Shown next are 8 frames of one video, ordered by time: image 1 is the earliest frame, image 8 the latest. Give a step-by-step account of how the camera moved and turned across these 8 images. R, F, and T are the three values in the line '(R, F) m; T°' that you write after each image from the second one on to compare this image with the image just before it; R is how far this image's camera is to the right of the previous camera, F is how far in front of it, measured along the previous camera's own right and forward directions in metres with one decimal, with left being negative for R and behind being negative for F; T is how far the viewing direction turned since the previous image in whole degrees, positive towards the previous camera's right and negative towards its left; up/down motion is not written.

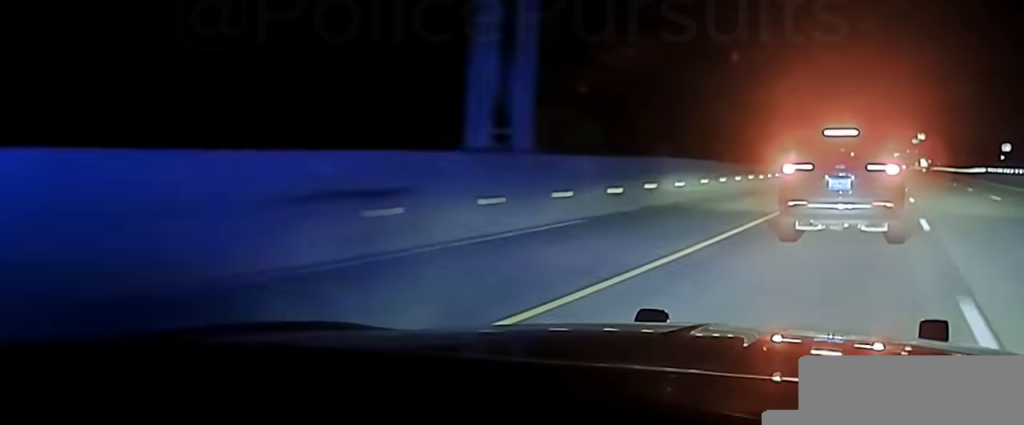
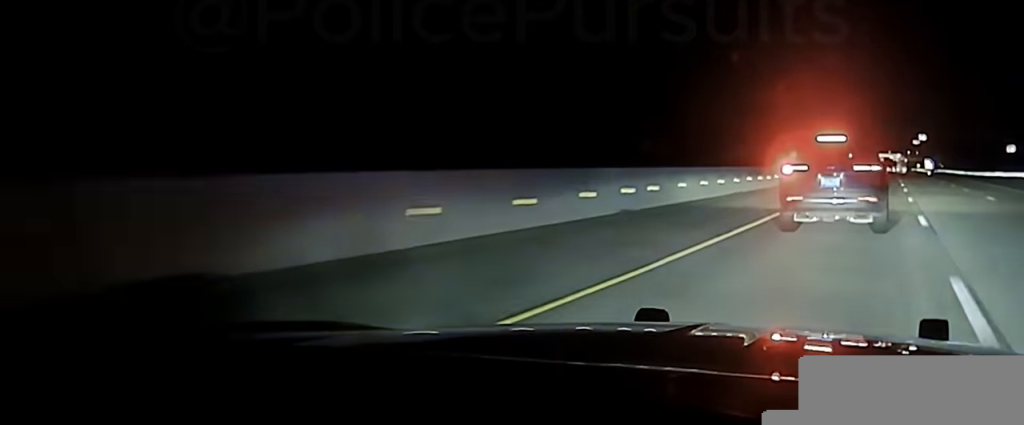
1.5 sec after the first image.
(-0.1, +46.0) m; 0°
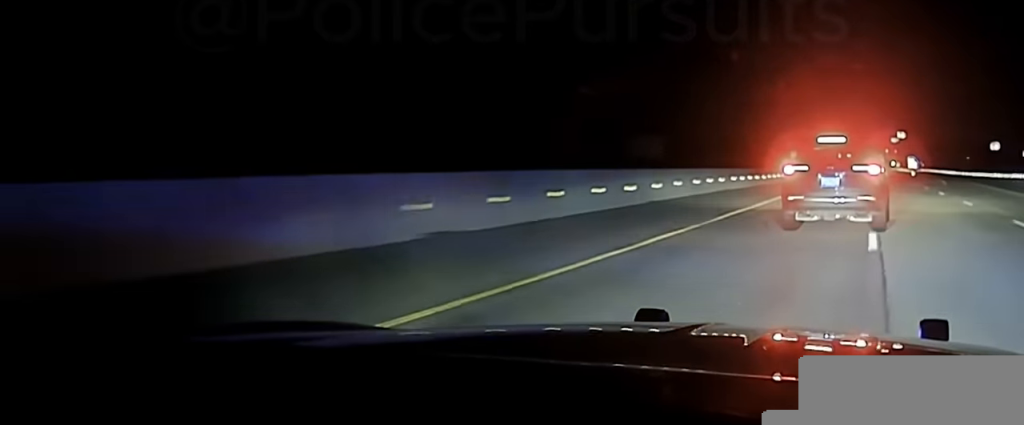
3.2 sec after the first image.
(+0.5, +52.7) m; +1°
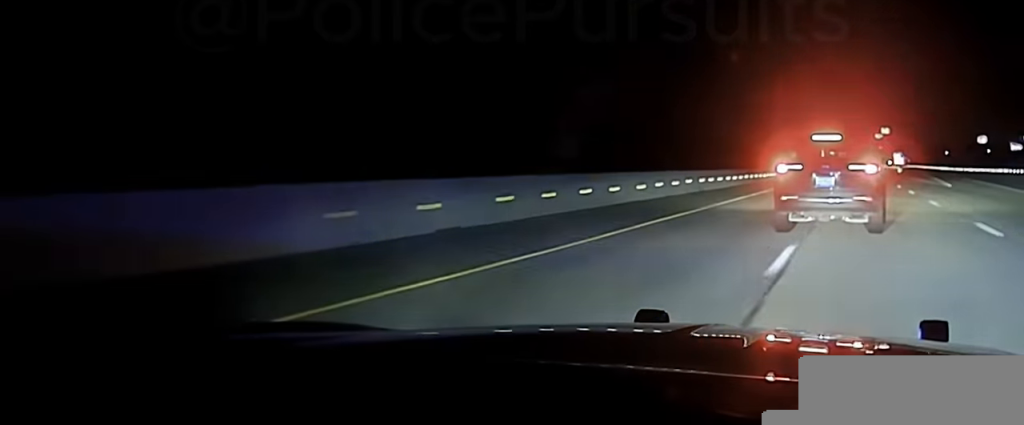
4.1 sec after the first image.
(+0.4, +27.4) m; +1°
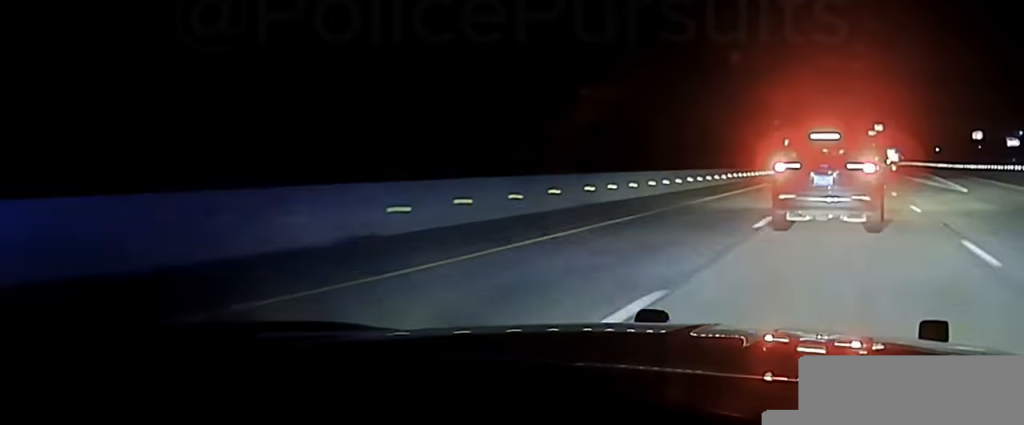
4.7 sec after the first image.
(0.0, +16.4) m; 0°
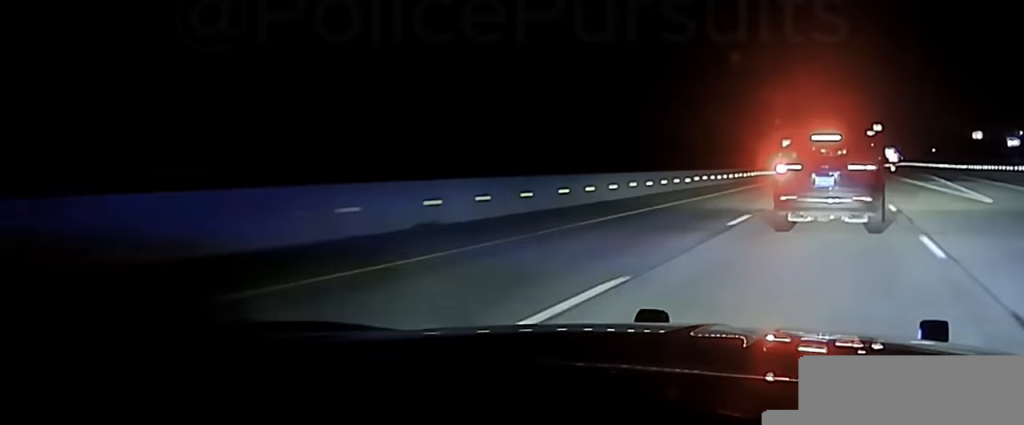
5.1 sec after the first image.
(0.0, +12.3) m; 0°
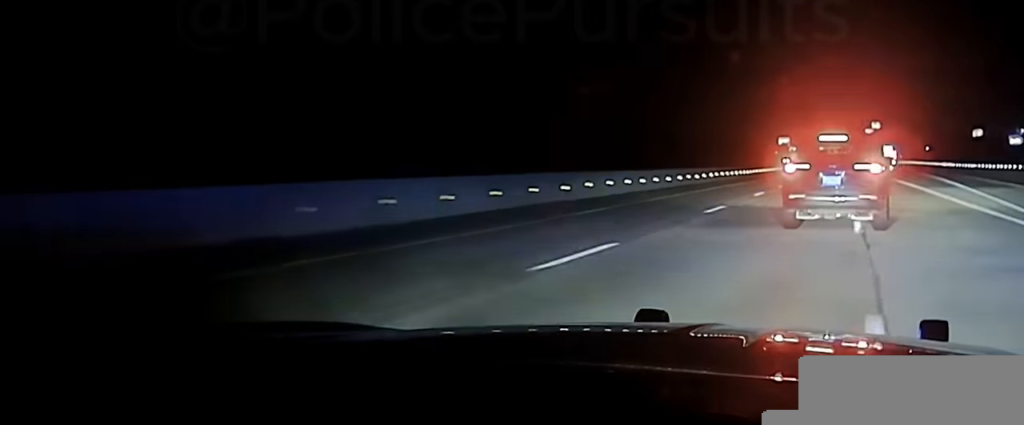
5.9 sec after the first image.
(0.0, +18.7) m; 0°
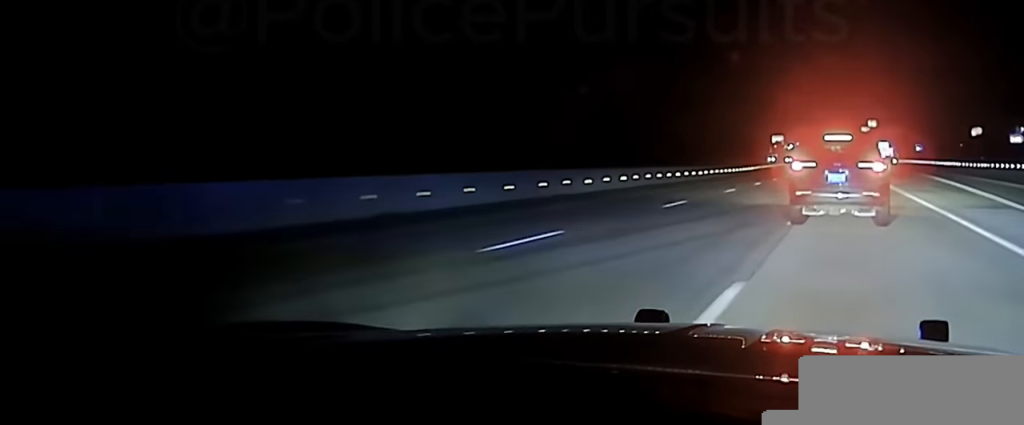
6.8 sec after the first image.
(+0.1, +20.2) m; +1°
